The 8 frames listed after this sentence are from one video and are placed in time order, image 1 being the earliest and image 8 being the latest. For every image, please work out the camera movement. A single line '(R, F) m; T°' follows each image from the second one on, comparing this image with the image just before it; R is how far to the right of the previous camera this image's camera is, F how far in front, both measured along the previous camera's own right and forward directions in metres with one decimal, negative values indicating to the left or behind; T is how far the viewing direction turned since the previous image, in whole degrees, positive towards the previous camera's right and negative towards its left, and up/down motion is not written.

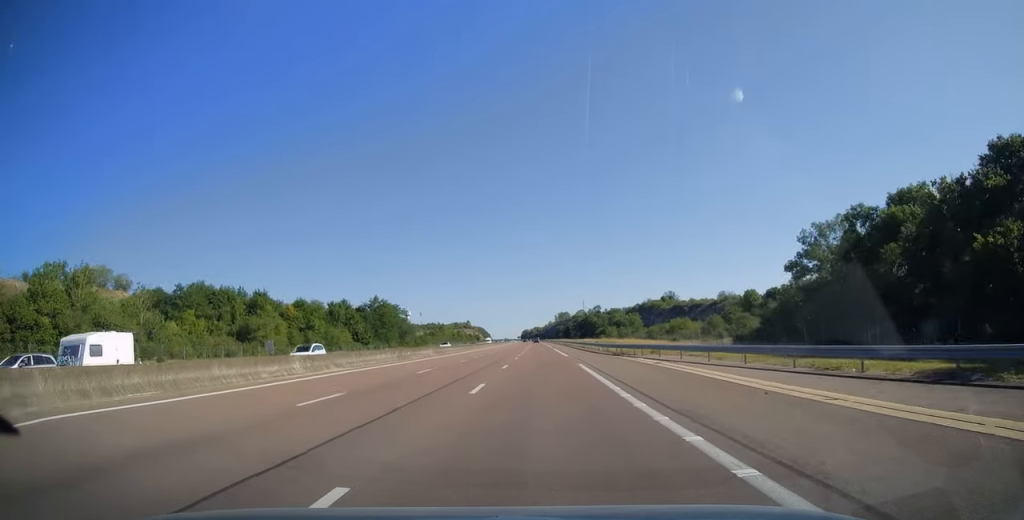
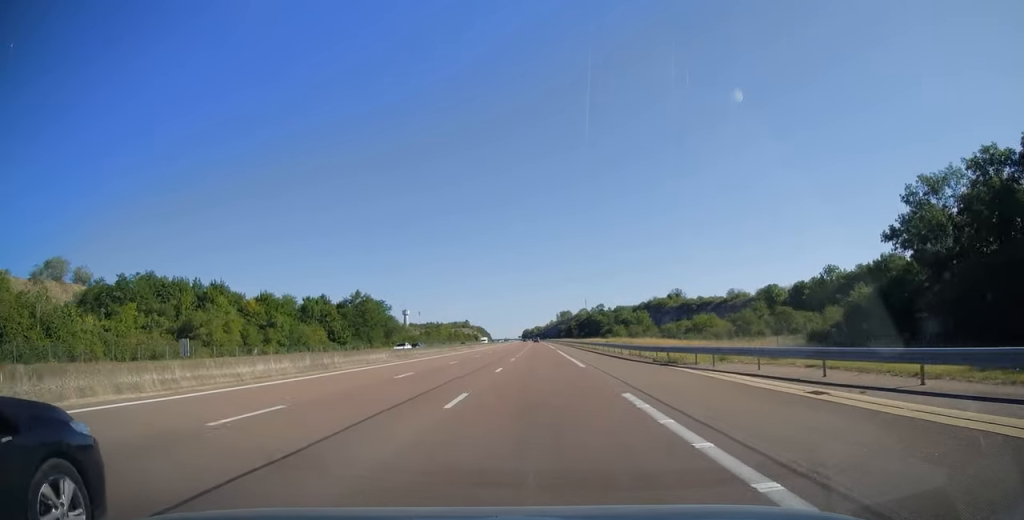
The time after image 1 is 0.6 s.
(0.0, +16.6) m; 0°
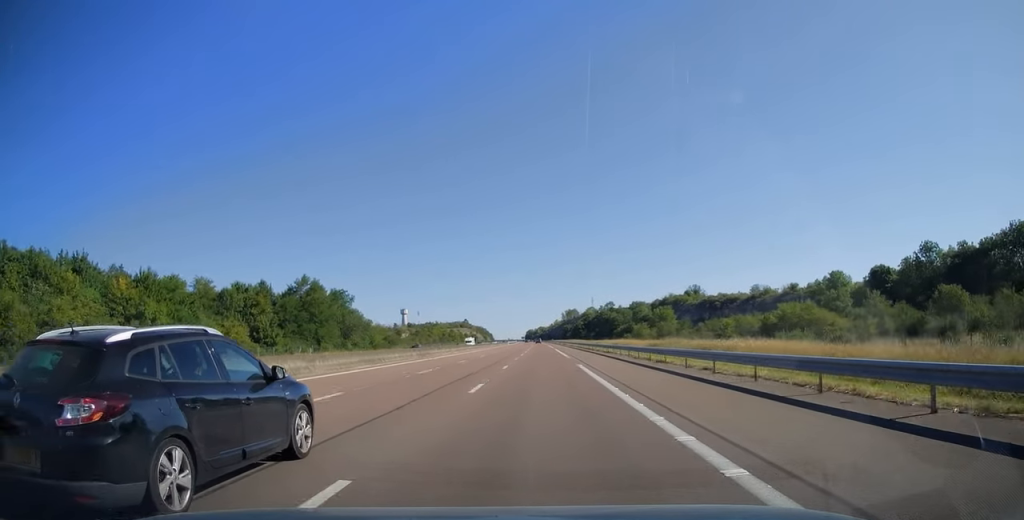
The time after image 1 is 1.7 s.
(-0.1, +34.7) m; 0°
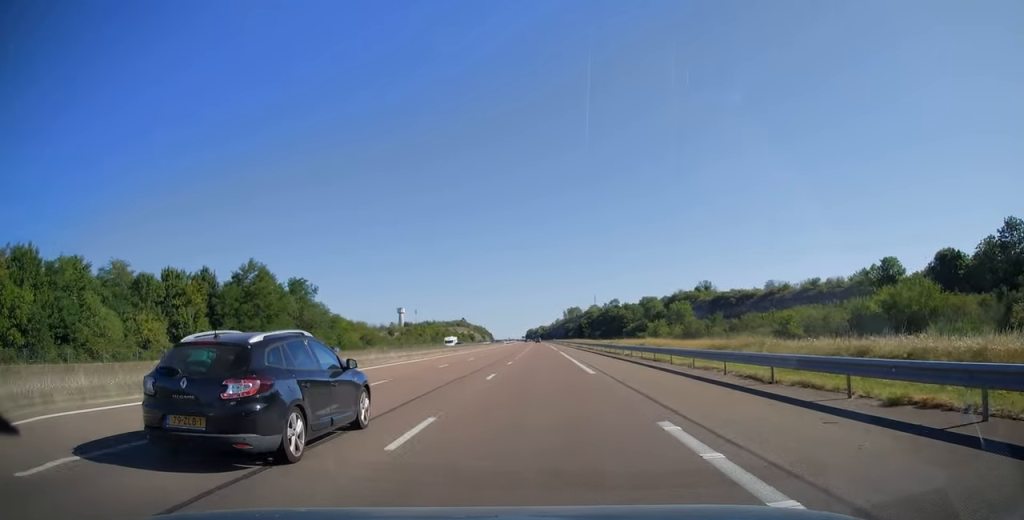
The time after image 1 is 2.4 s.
(0.0, +21.1) m; 0°
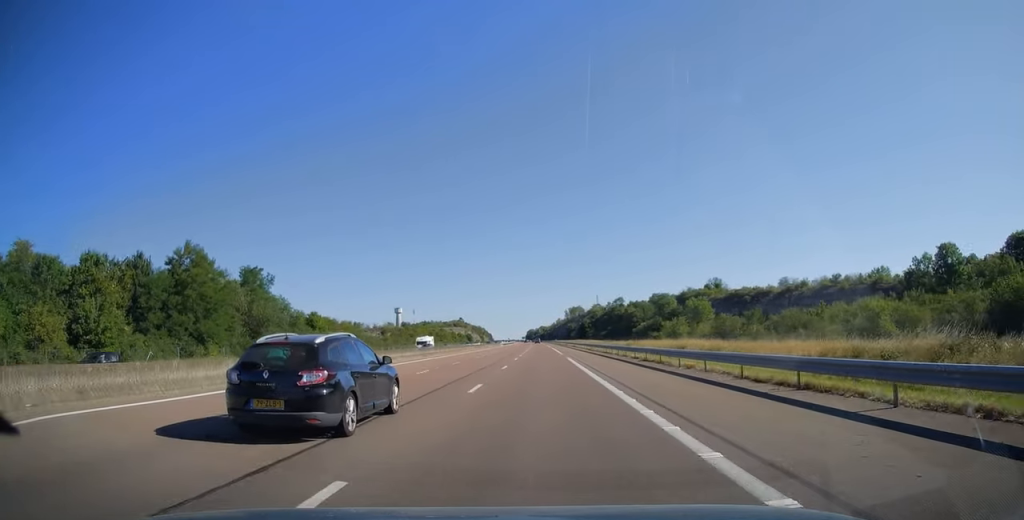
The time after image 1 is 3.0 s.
(0.0, +17.6) m; 0°
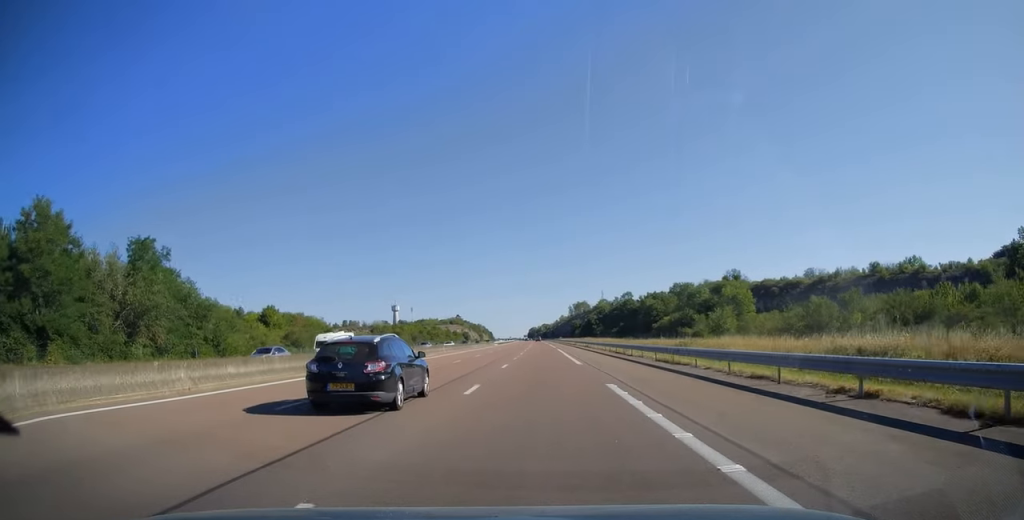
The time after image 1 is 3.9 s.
(-0.1, +26.7) m; 0°
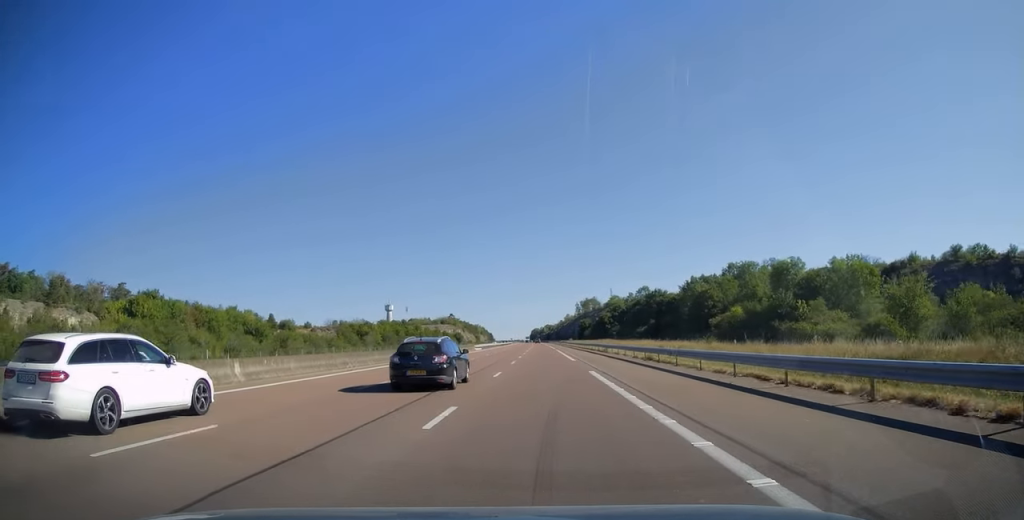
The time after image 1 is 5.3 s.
(-0.2, +44.3) m; 0°
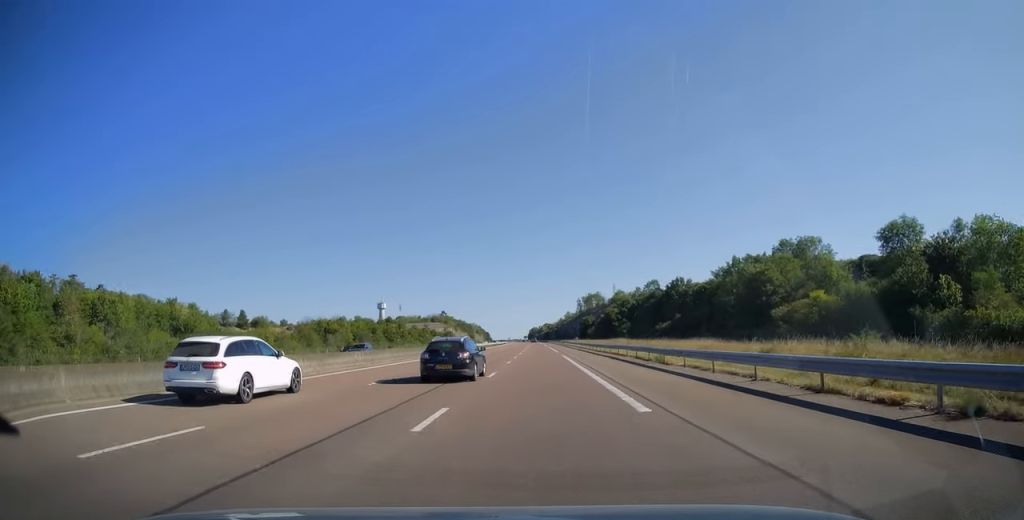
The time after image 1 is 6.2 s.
(-0.1, +26.2) m; 0°
